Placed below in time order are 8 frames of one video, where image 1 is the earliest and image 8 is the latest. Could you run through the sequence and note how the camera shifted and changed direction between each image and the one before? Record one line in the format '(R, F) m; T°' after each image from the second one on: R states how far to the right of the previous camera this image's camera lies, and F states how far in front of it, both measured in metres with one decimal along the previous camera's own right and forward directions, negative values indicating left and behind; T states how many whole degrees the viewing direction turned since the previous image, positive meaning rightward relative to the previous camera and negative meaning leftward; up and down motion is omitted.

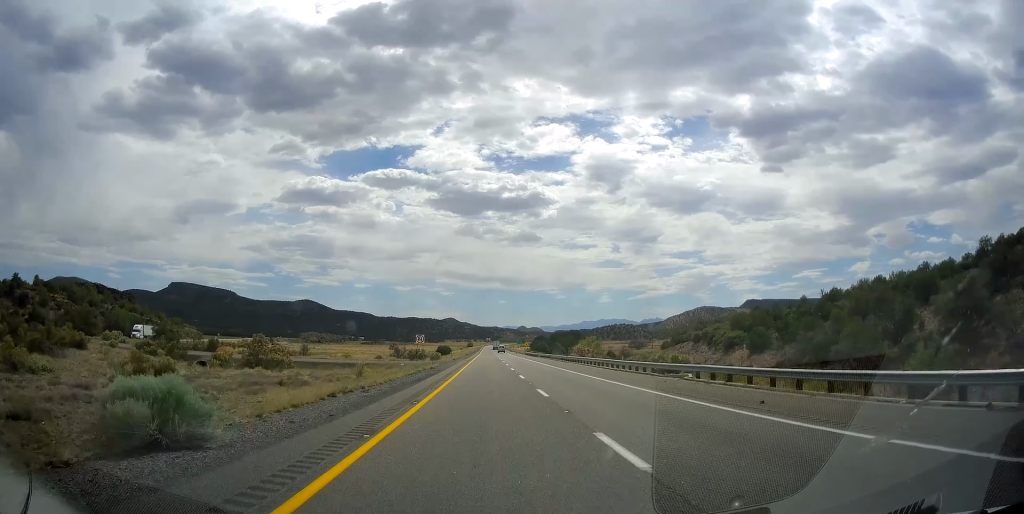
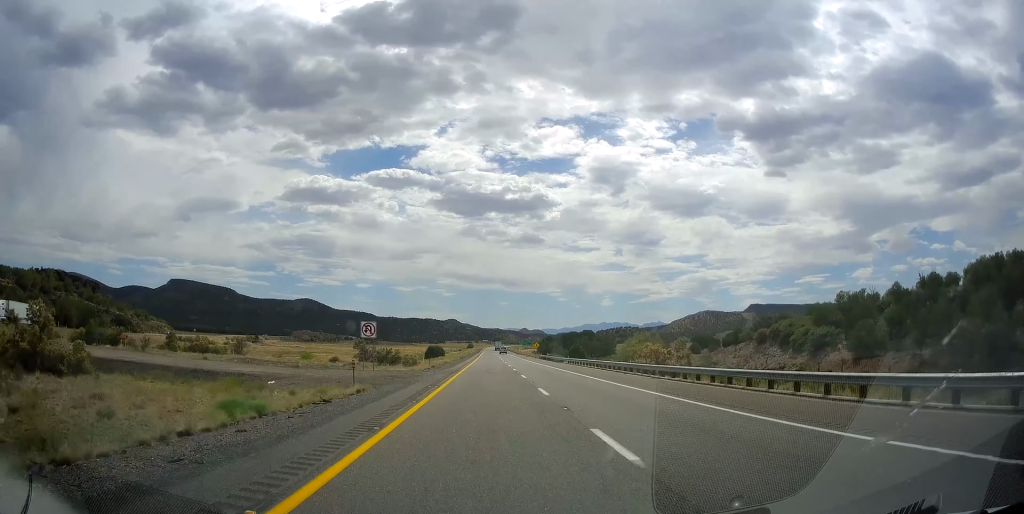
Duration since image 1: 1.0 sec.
(-0.7, +35.8) m; -1°
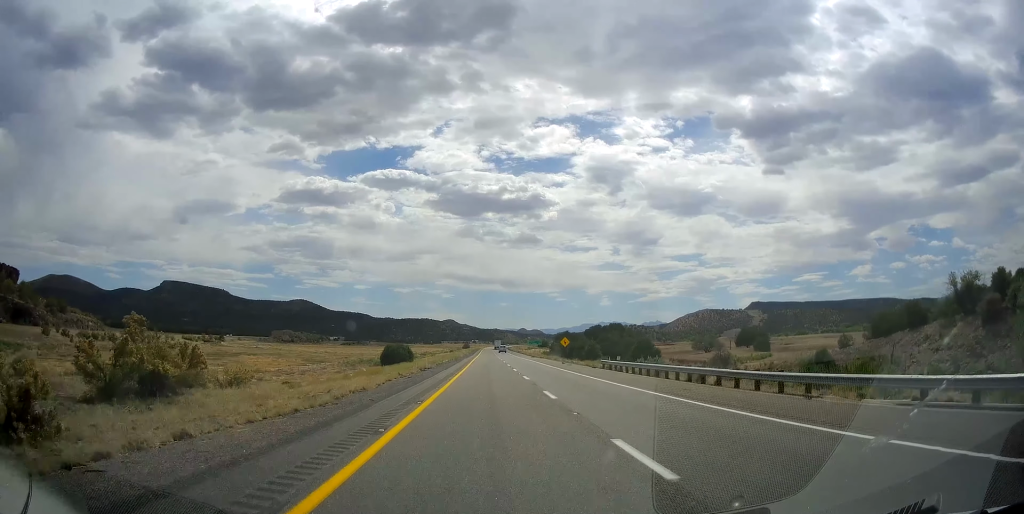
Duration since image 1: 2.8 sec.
(+0.4, +61.3) m; +1°
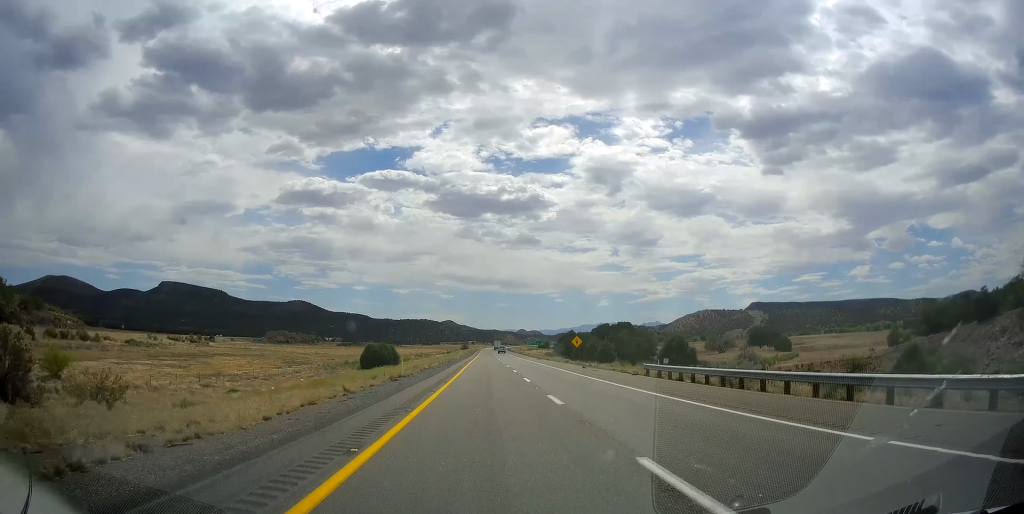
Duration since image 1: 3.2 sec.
(+0.1, +13.9) m; 0°
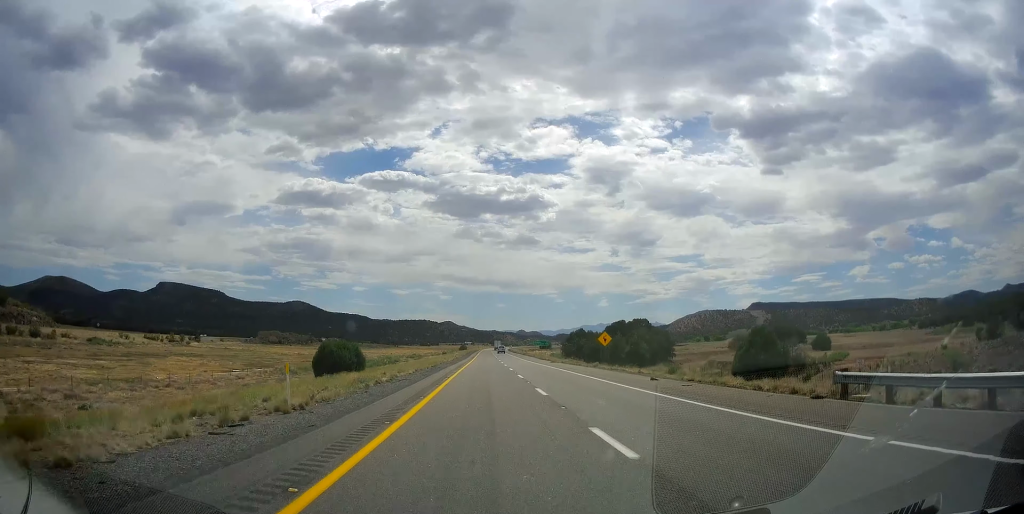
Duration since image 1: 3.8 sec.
(+0.3, +20.8) m; 0°
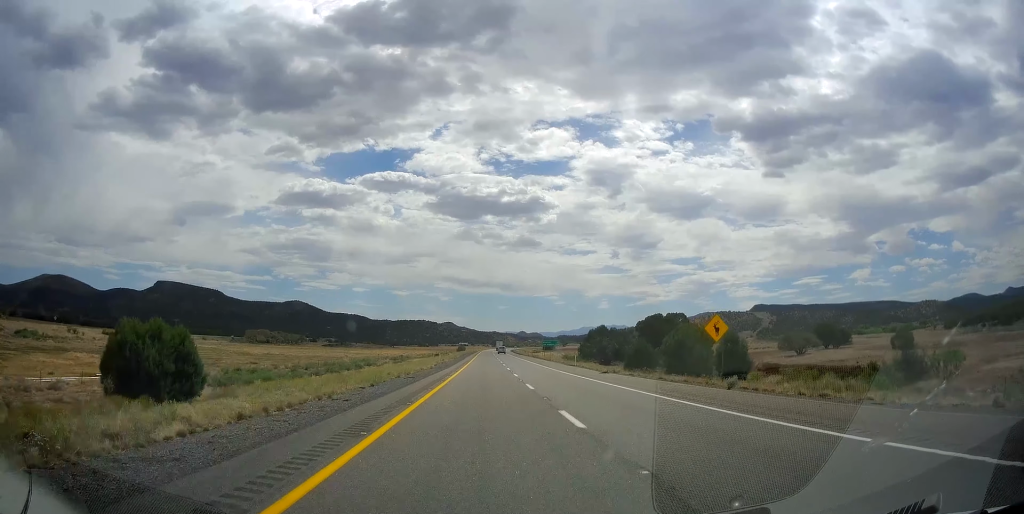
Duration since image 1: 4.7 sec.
(-0.4, +32.2) m; -1°
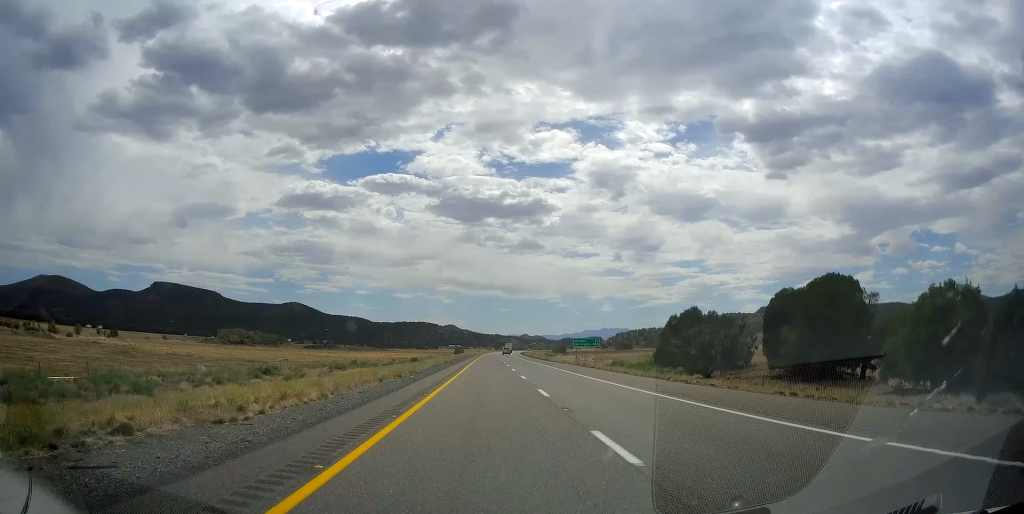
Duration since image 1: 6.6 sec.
(+0.7, +63.7) m; +1°
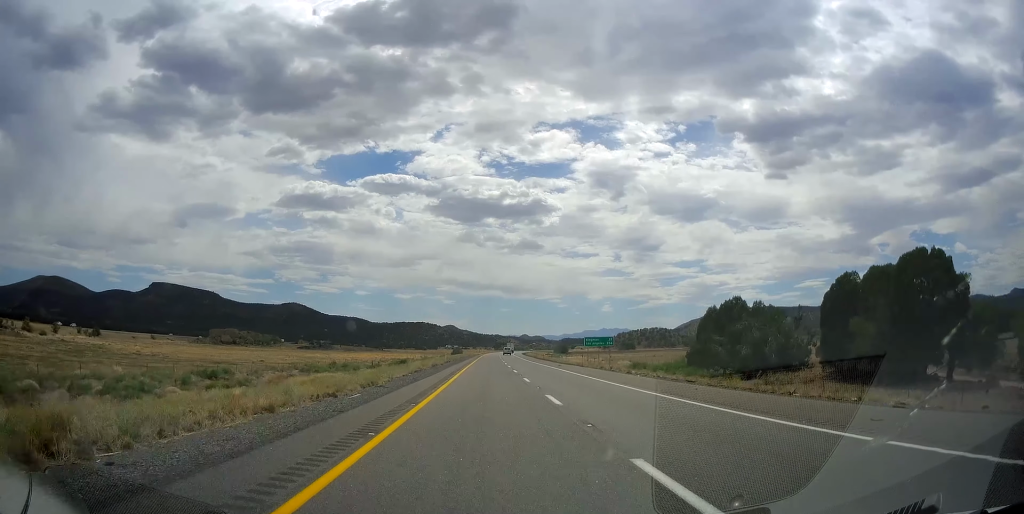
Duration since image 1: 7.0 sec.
(+0.2, +15.1) m; 0°
